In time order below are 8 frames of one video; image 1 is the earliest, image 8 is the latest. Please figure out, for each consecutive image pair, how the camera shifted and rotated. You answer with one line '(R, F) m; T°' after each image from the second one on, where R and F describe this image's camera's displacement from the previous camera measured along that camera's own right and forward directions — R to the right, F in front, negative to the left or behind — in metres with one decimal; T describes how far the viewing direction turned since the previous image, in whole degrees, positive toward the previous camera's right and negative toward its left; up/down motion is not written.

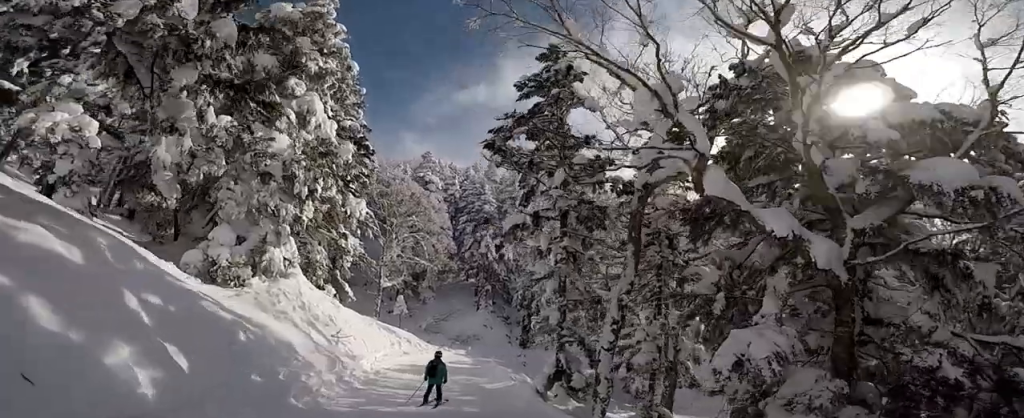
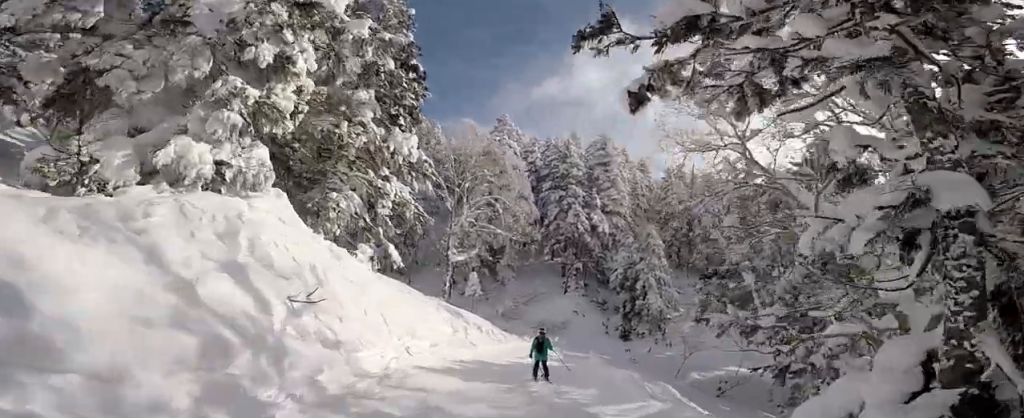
(-1.0, +7.7) m; -4°
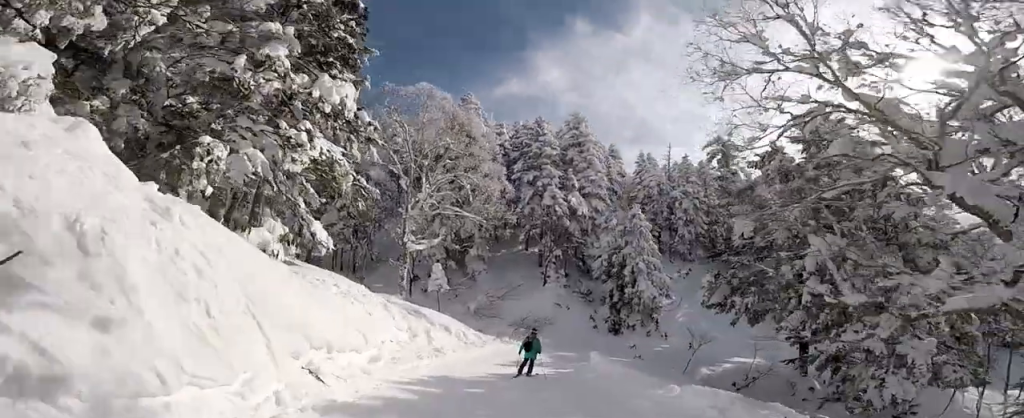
(-0.1, +4.4) m; +4°
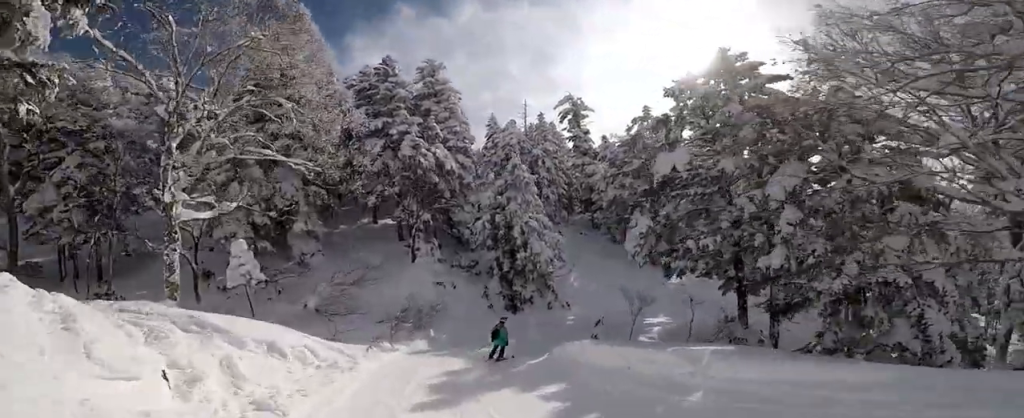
(+1.2, +7.7) m; +19°
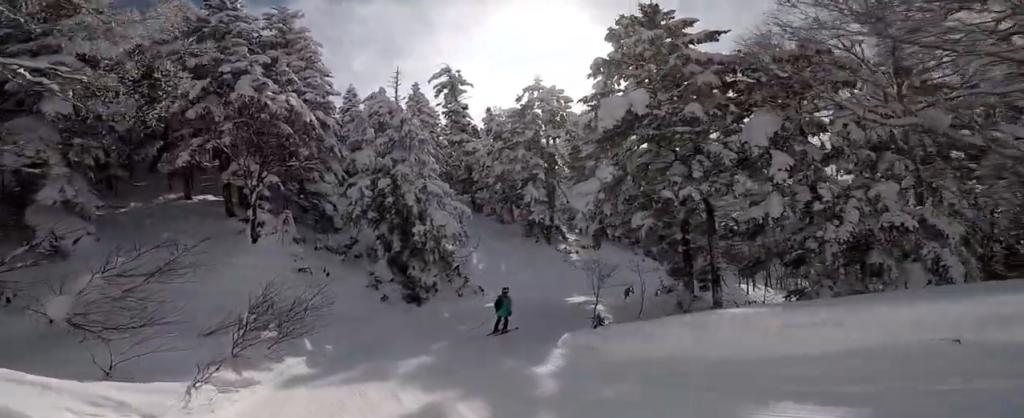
(+0.7, +5.7) m; +22°
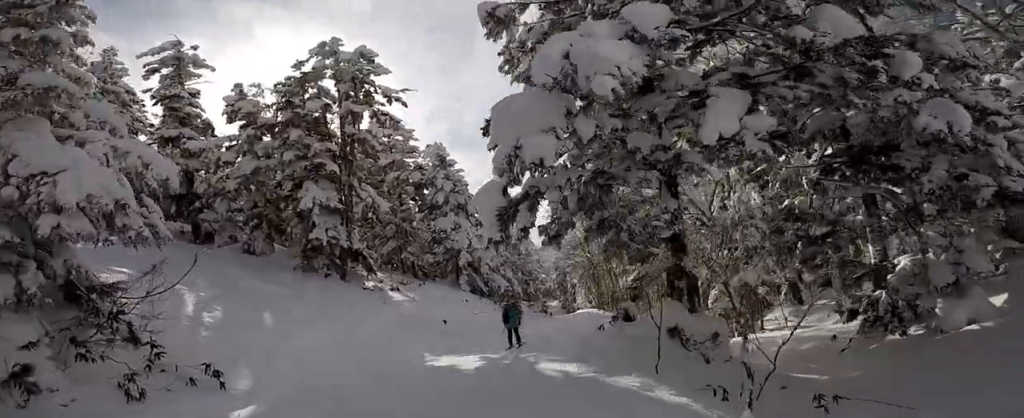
(+4.9, +11.0) m; +35°
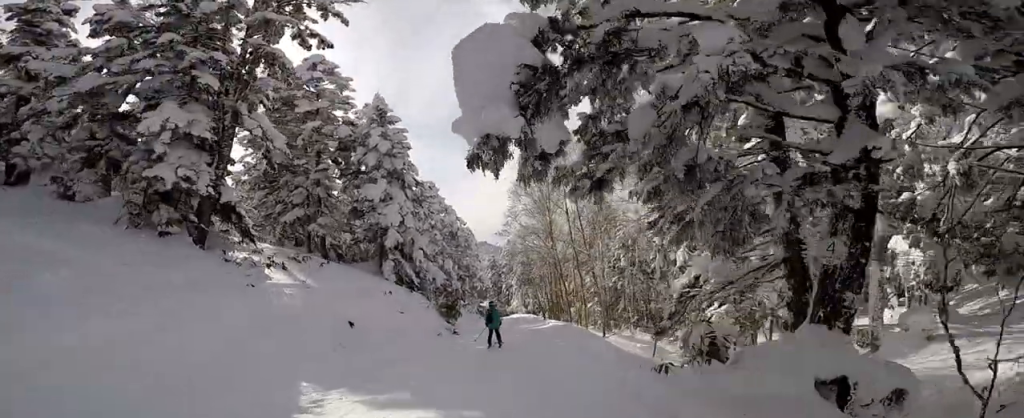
(+0.2, +6.2) m; +13°
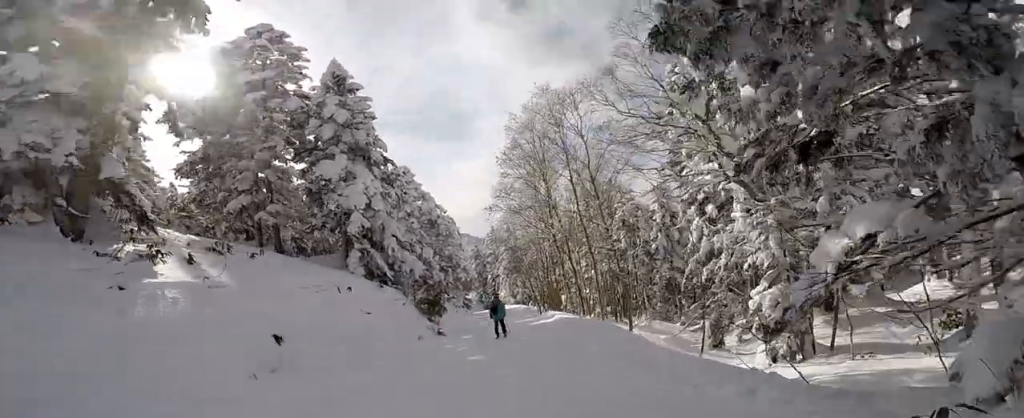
(+0.6, +4.1) m; +12°
